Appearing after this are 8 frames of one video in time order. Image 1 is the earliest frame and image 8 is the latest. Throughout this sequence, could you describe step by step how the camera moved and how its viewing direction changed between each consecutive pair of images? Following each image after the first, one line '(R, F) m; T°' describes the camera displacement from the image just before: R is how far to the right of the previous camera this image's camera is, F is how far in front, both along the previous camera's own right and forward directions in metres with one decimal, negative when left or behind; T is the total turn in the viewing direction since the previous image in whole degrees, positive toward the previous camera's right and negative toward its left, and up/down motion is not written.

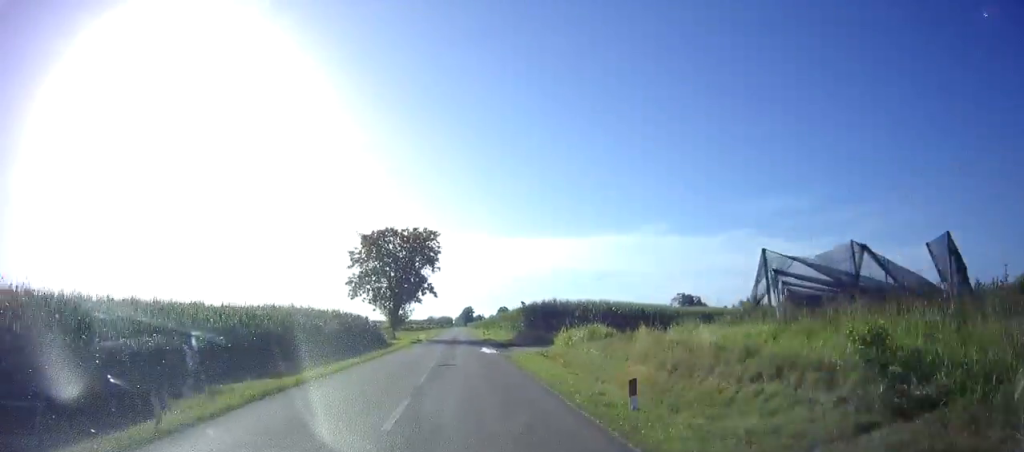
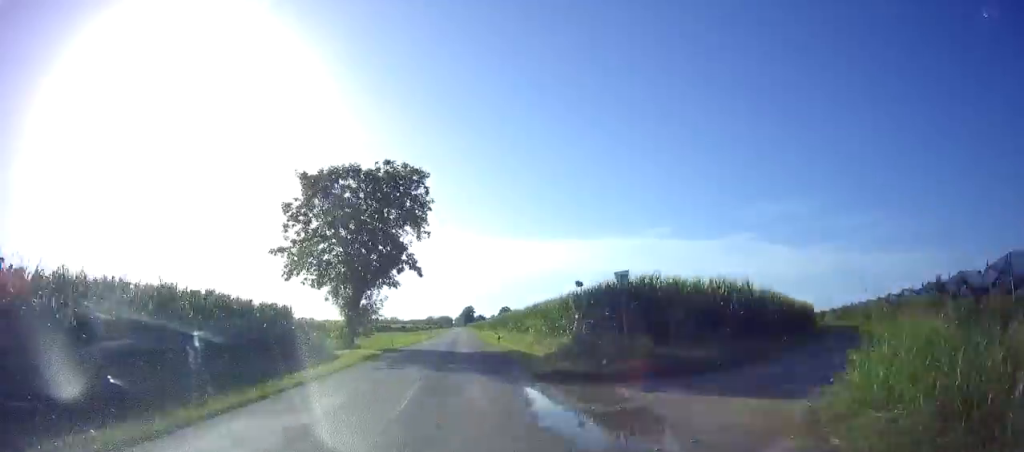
(+0.1, +21.3) m; 0°
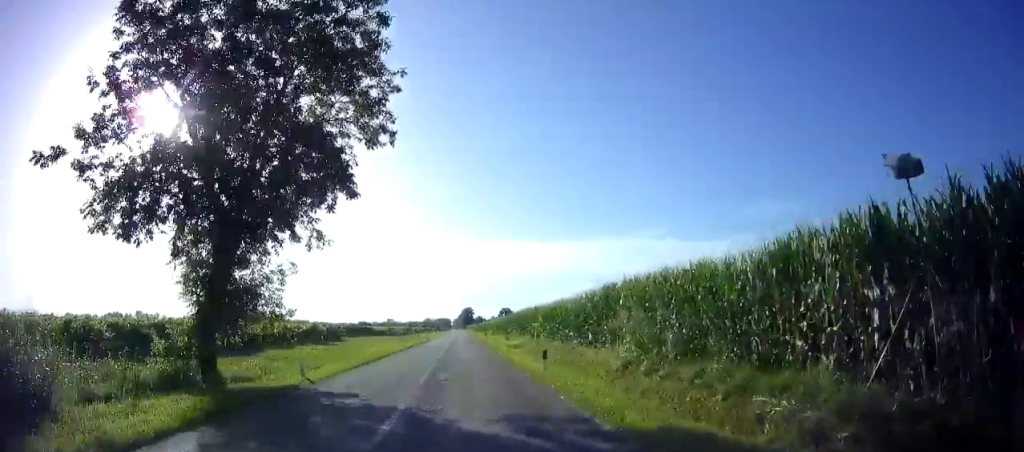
(0.0, +19.3) m; 0°
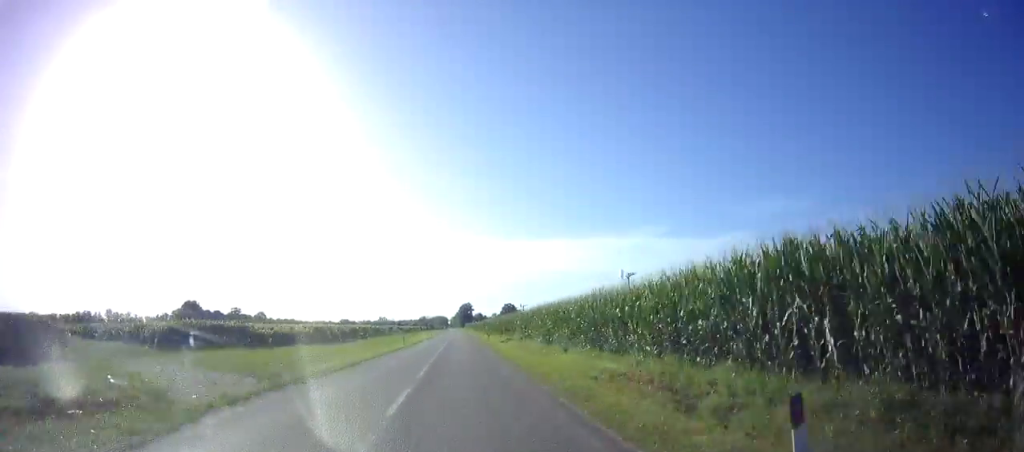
(+0.3, +52.5) m; 0°
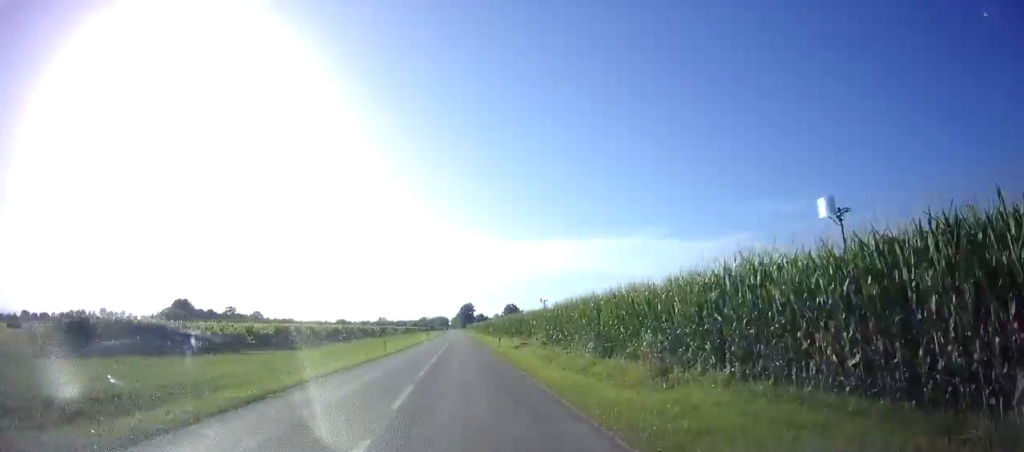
(+0.2, +12.4) m; 0°
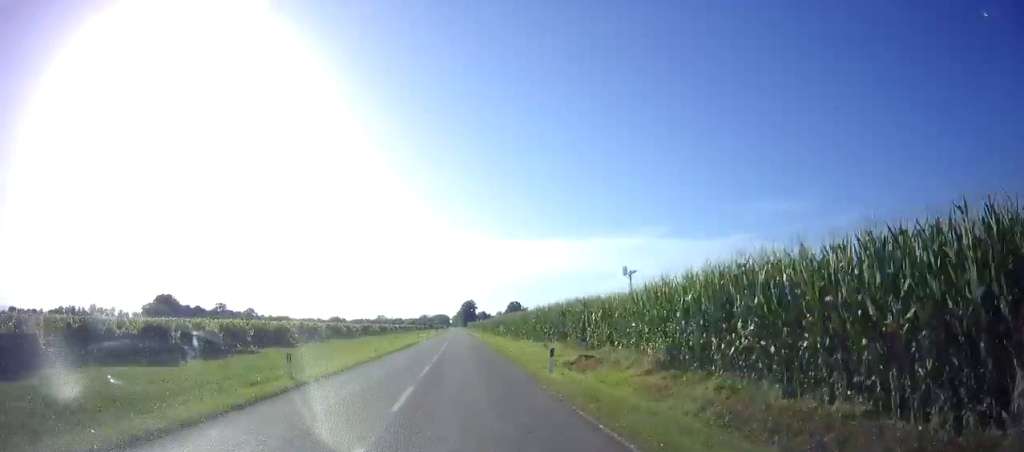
(-0.2, +18.8) m; 0°
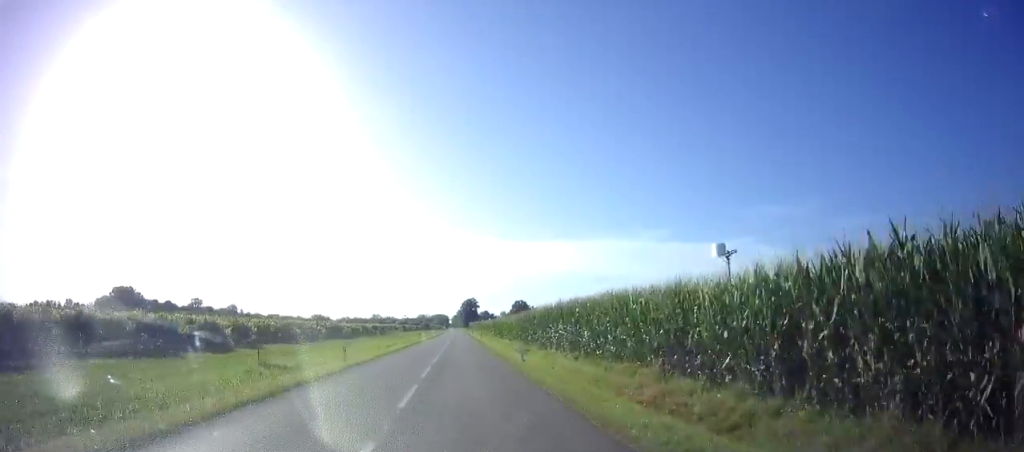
(0.0, +36.8) m; 0°
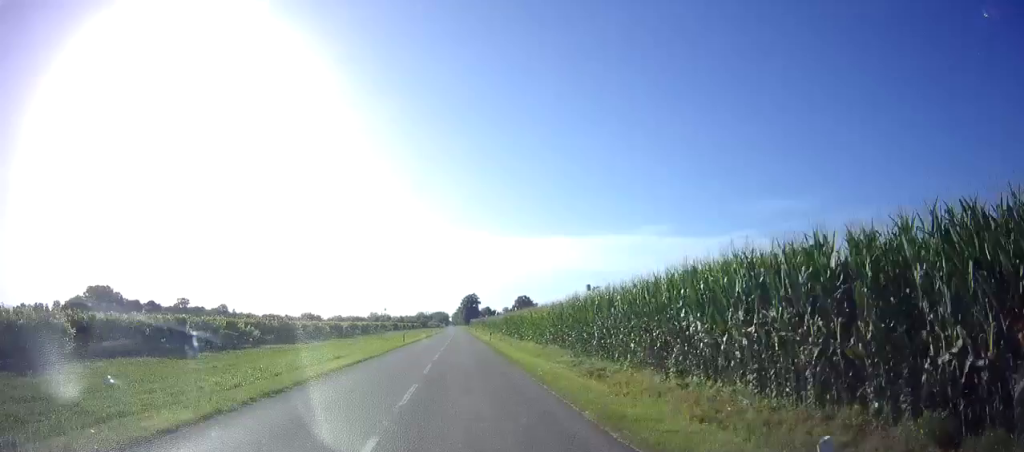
(0.0, +18.0) m; 0°
